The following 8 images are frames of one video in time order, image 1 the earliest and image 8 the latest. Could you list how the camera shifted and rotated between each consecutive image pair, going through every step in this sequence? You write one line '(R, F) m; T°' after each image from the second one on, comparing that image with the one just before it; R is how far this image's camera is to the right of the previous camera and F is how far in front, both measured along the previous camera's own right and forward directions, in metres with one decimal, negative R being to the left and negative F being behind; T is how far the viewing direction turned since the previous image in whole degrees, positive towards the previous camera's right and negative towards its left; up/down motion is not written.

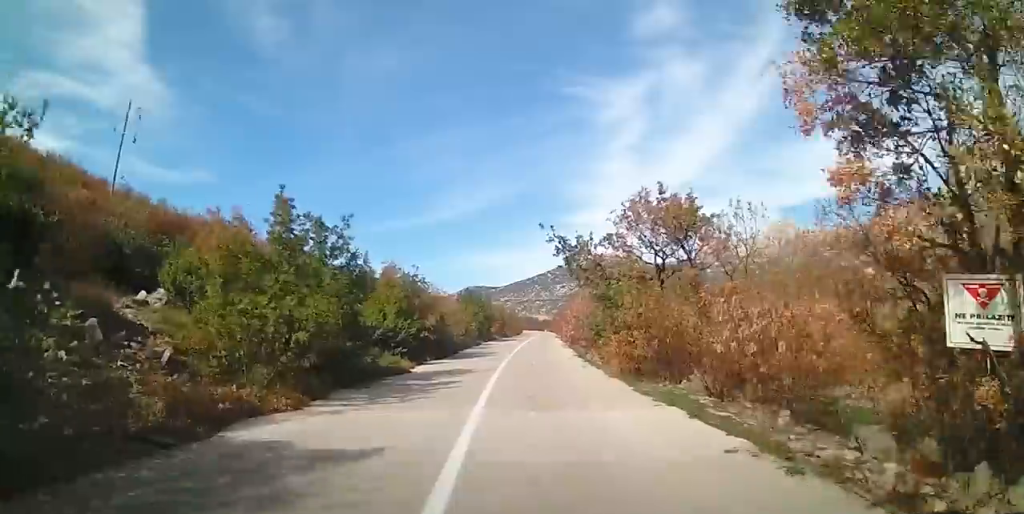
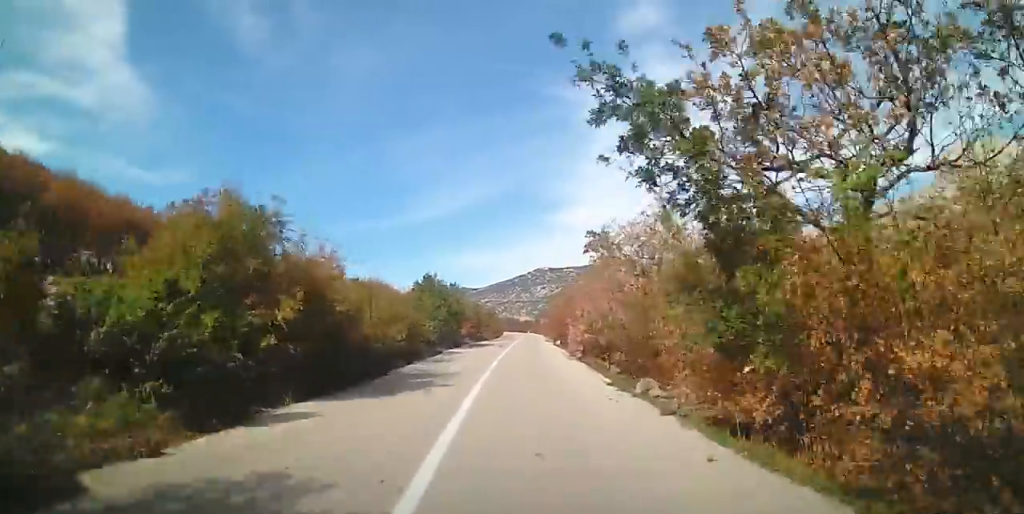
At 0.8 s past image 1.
(+0.1, +12.2) m; +1°
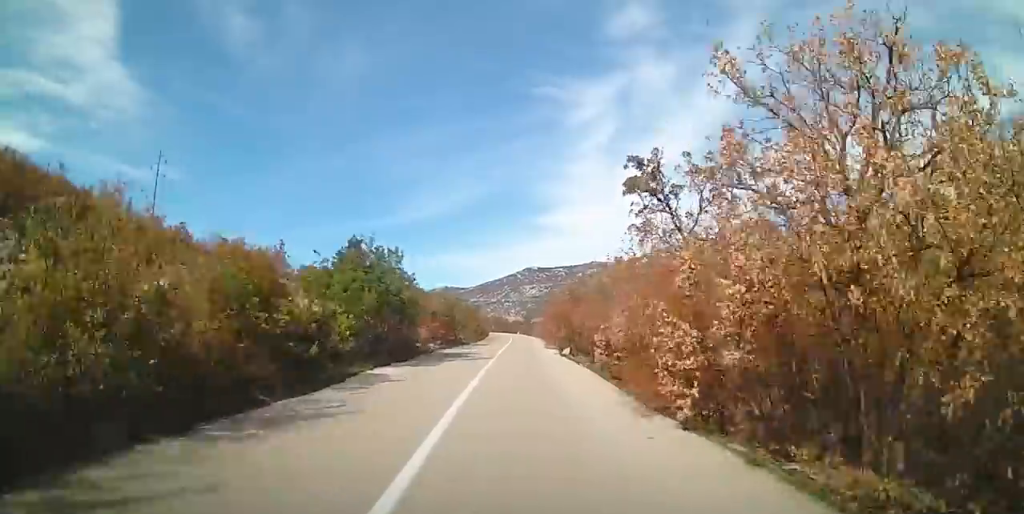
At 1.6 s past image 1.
(+0.1, +12.8) m; 0°
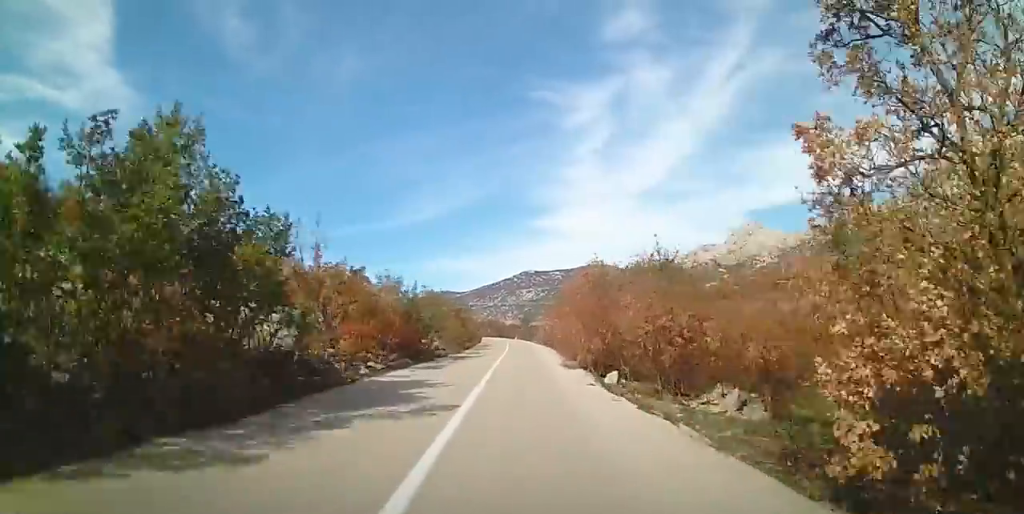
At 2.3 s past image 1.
(0.0, +11.7) m; 0°
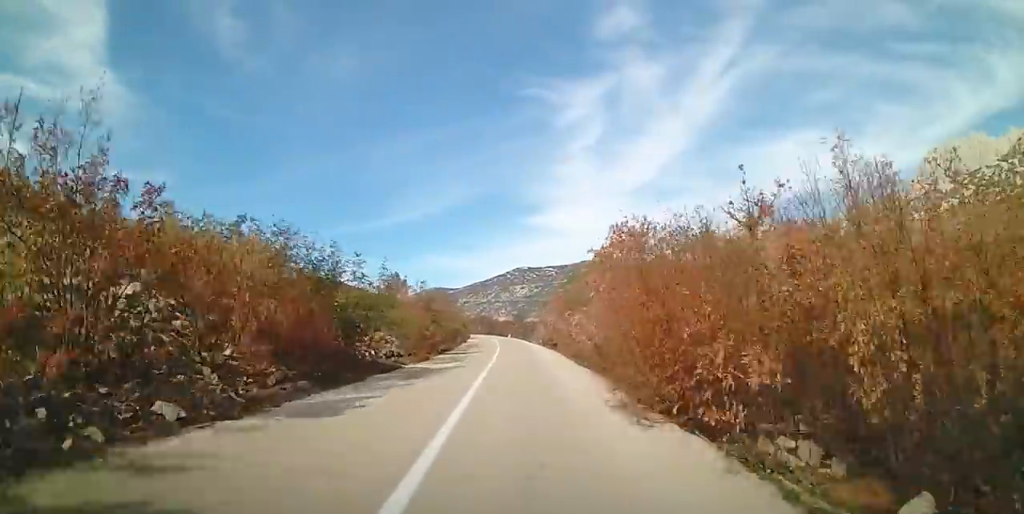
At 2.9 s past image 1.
(0.0, +10.3) m; 0°
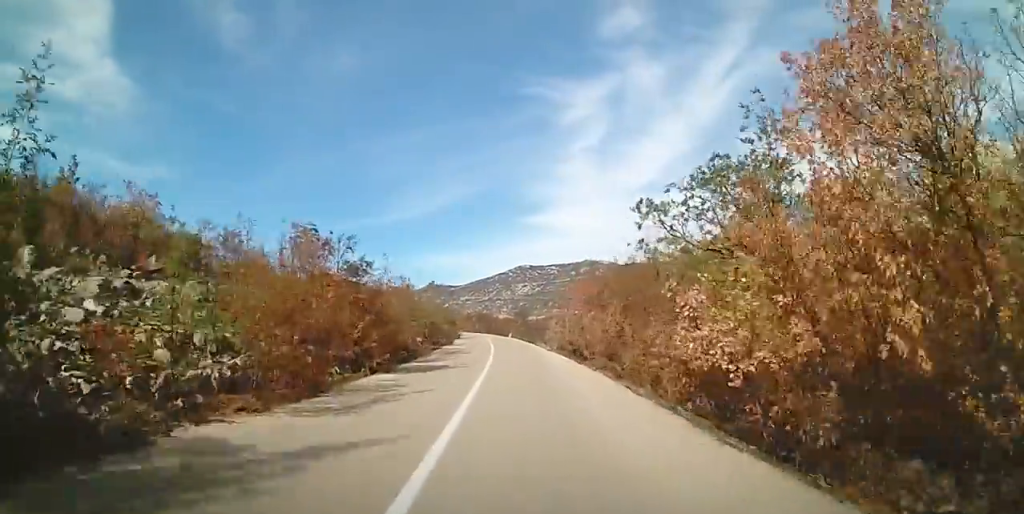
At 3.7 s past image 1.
(0.0, +13.1) m; 0°
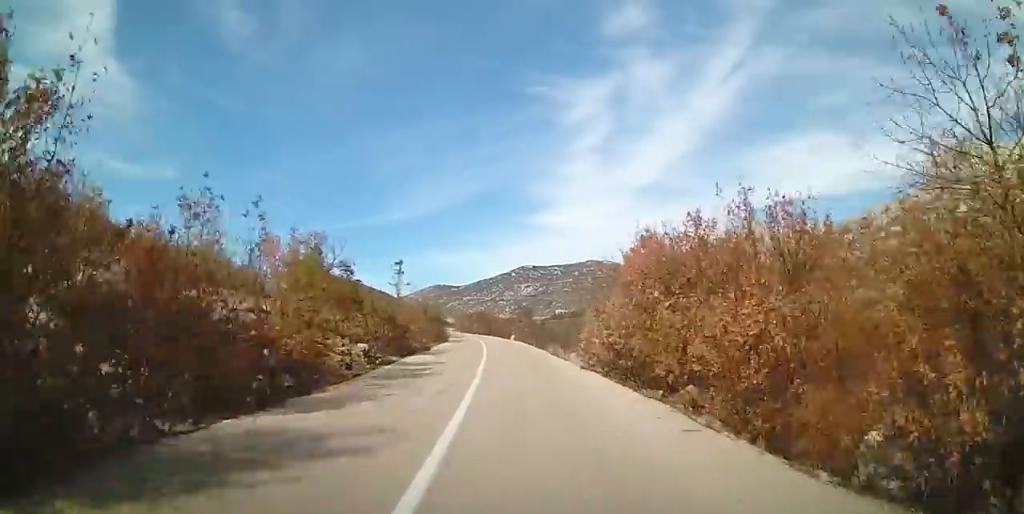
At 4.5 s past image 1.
(0.0, +12.2) m; 0°
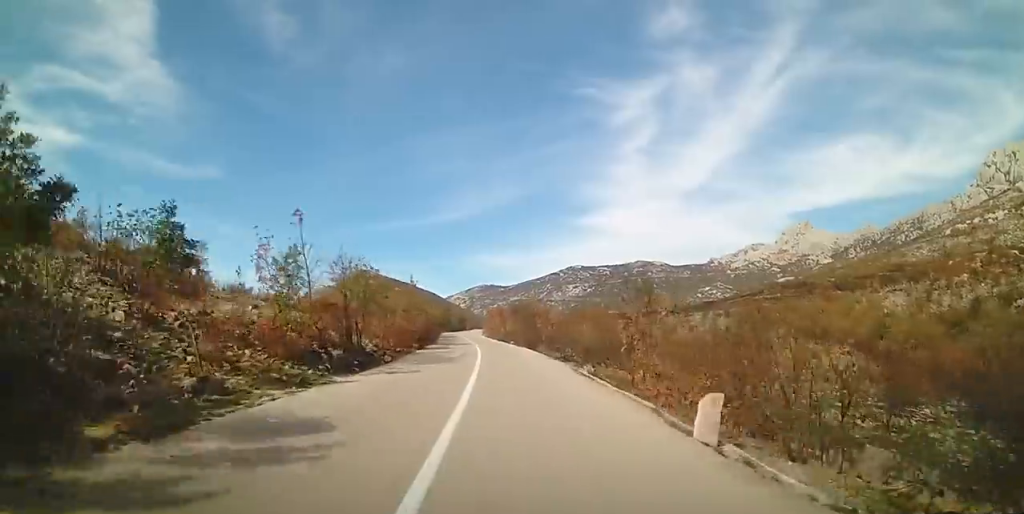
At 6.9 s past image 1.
(0.0, +42.1) m; 0°
